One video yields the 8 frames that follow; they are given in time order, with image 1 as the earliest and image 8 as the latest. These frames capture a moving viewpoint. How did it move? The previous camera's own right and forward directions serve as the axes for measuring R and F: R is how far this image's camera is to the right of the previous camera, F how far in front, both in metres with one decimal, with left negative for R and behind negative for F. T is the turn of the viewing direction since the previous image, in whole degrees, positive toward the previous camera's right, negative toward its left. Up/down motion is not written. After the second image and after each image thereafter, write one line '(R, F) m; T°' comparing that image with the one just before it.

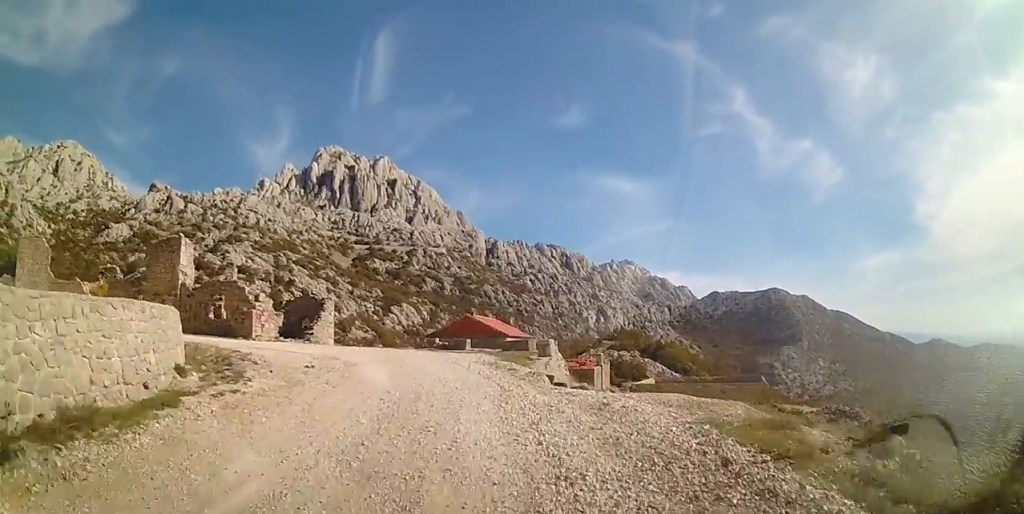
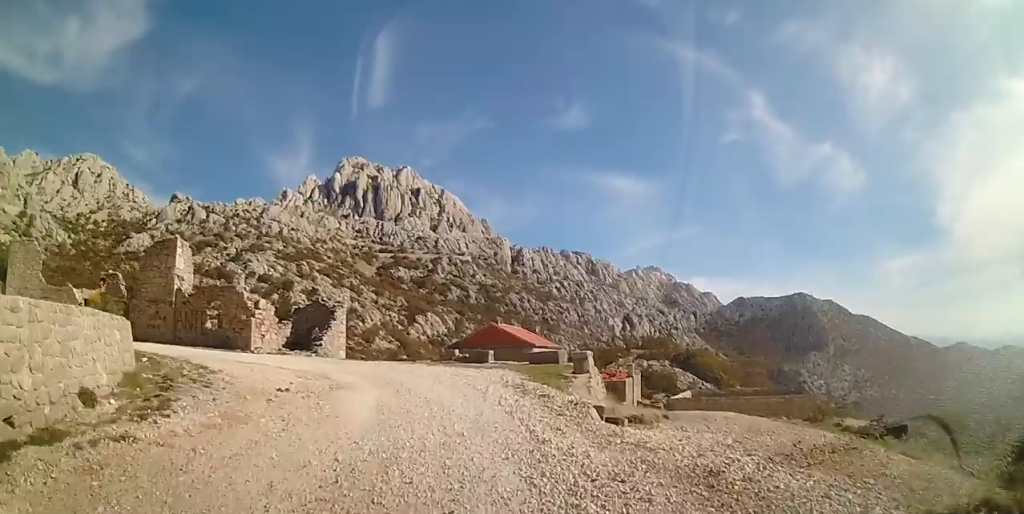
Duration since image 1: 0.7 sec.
(-0.3, +3.6) m; -5°
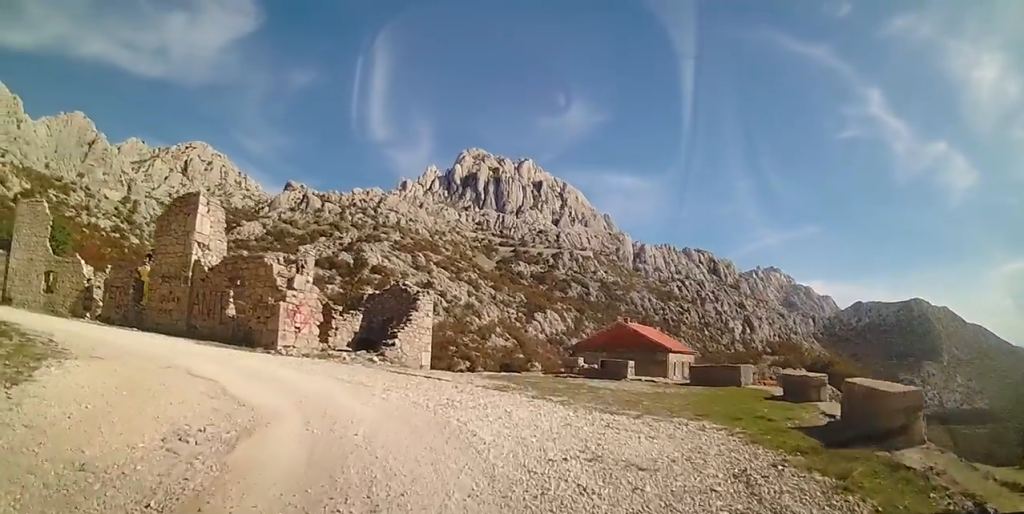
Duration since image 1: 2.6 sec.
(-0.5, +10.1) m; -10°
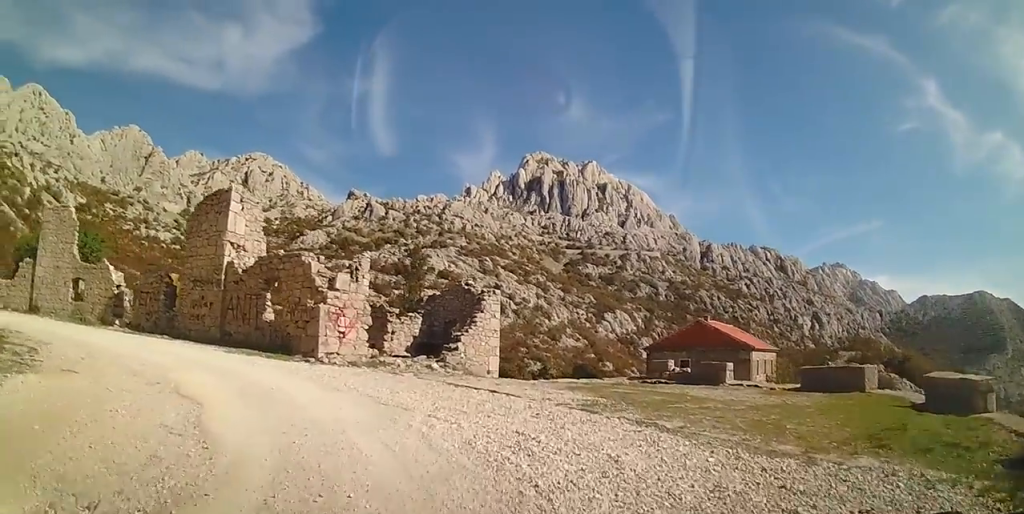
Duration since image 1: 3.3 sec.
(-0.3, +3.1) m; -10°
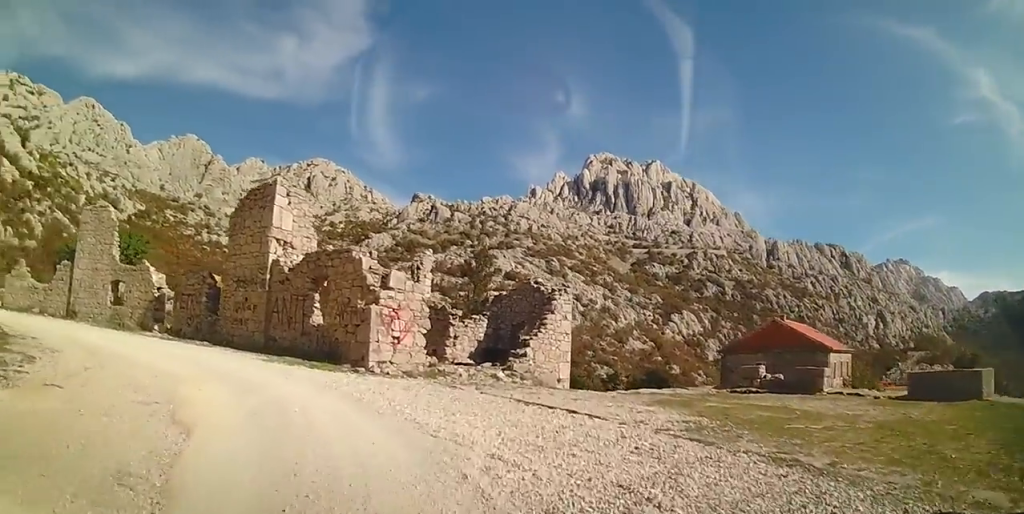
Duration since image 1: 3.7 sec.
(+0.1, +2.1) m; -7°
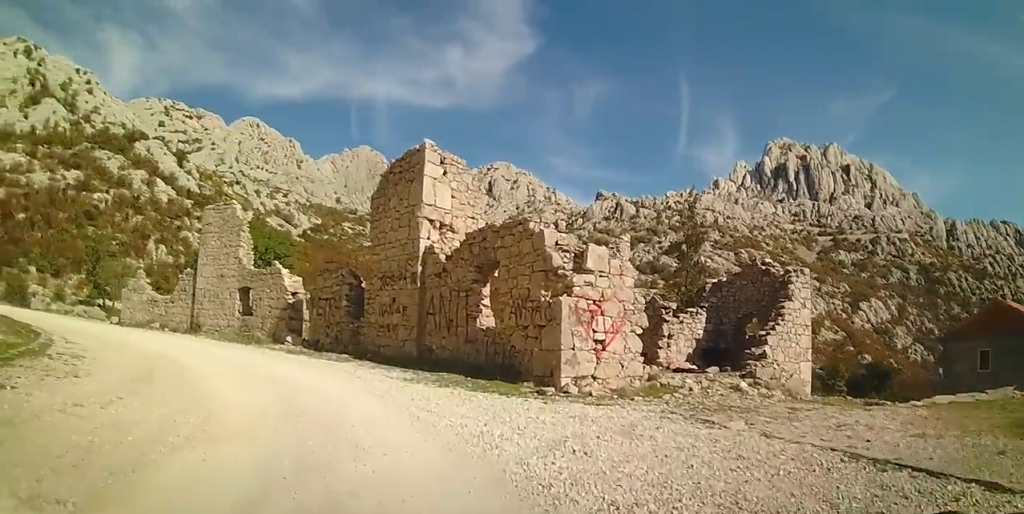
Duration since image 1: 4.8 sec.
(-1.2, +5.3) m; -21°
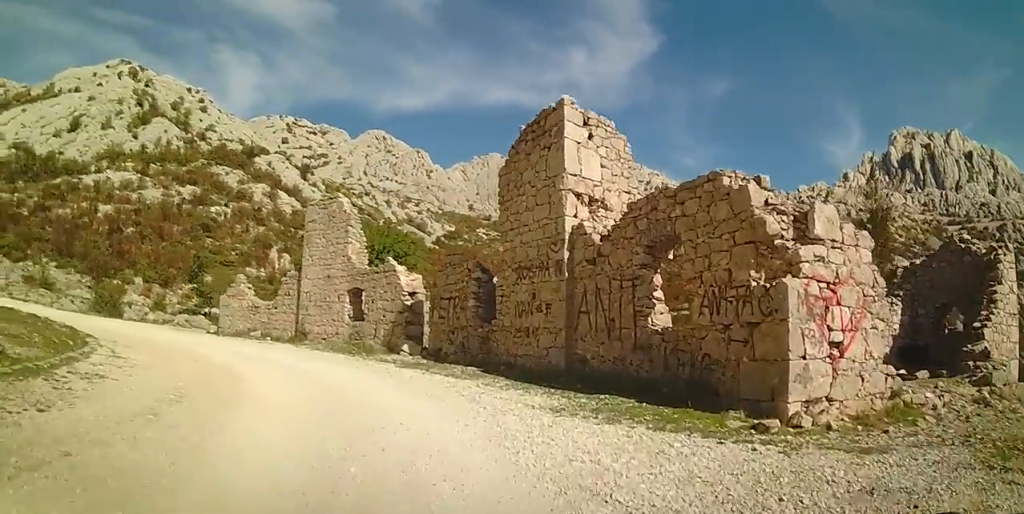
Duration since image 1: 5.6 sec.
(-0.4, +3.7) m; -12°
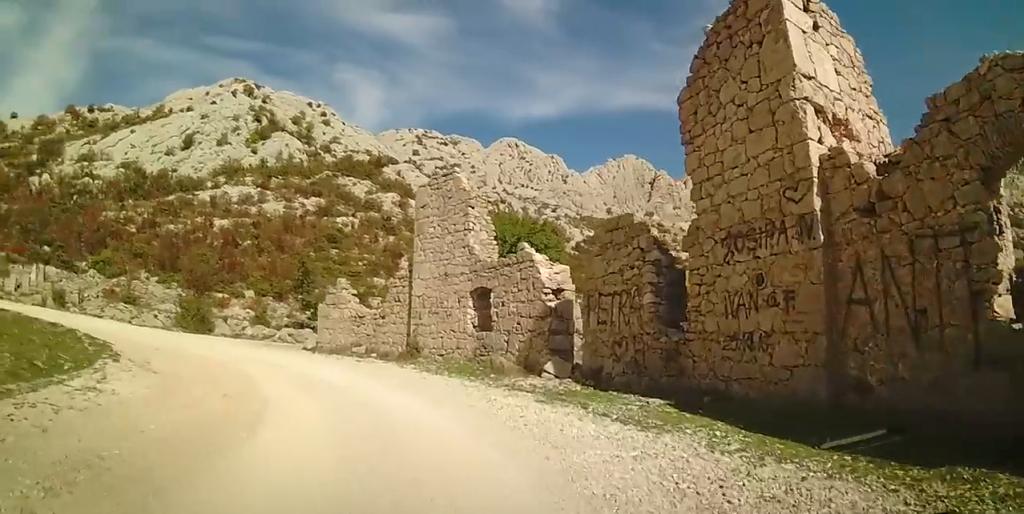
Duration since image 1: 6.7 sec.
(-0.5, +5.1) m; -10°
